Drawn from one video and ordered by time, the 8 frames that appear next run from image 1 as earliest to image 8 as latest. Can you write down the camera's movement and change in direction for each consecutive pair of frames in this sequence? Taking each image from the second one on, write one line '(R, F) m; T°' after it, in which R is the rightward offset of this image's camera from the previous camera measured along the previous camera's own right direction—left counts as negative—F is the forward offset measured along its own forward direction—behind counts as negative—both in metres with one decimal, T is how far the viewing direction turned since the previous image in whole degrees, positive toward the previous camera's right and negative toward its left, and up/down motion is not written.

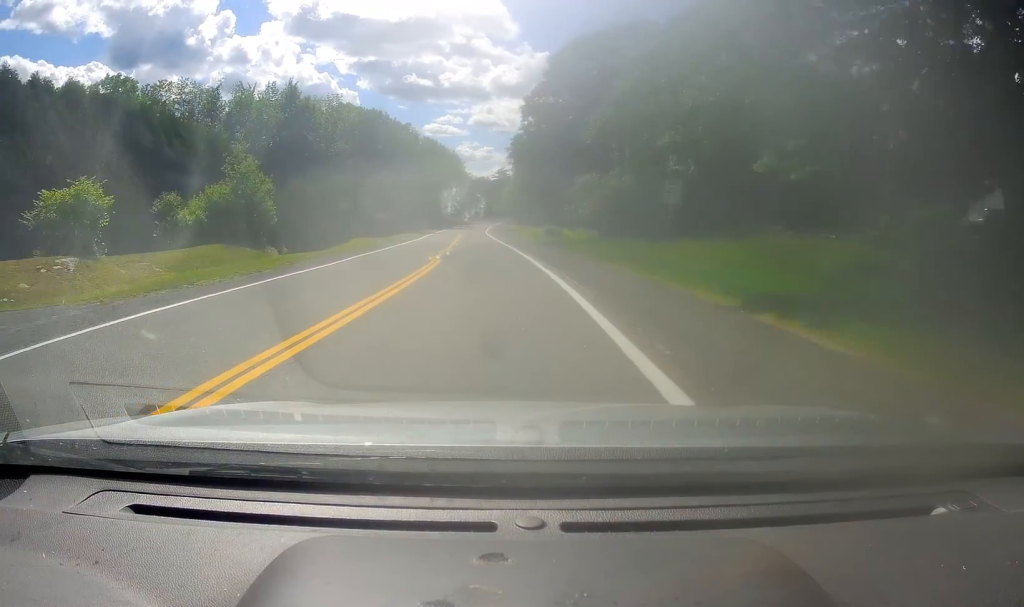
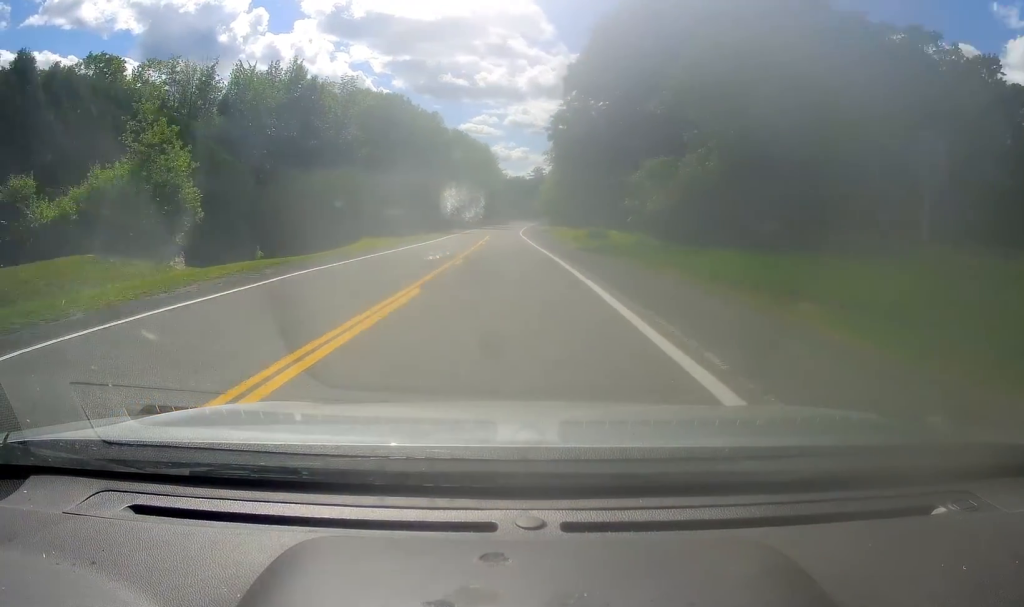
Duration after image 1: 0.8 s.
(-0.2, +12.0) m; -2°
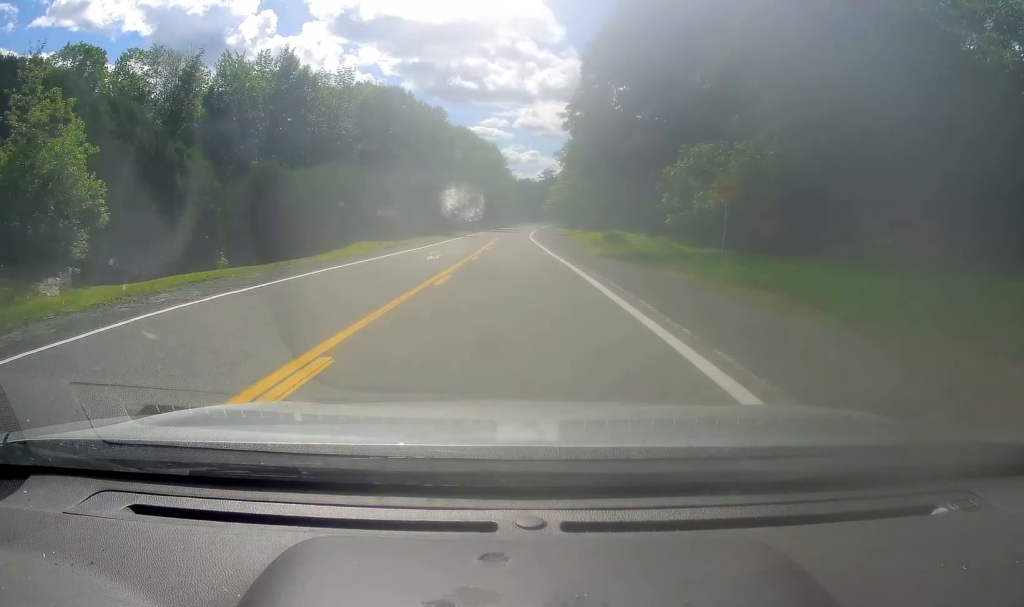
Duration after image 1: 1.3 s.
(0.0, +7.2) m; -1°
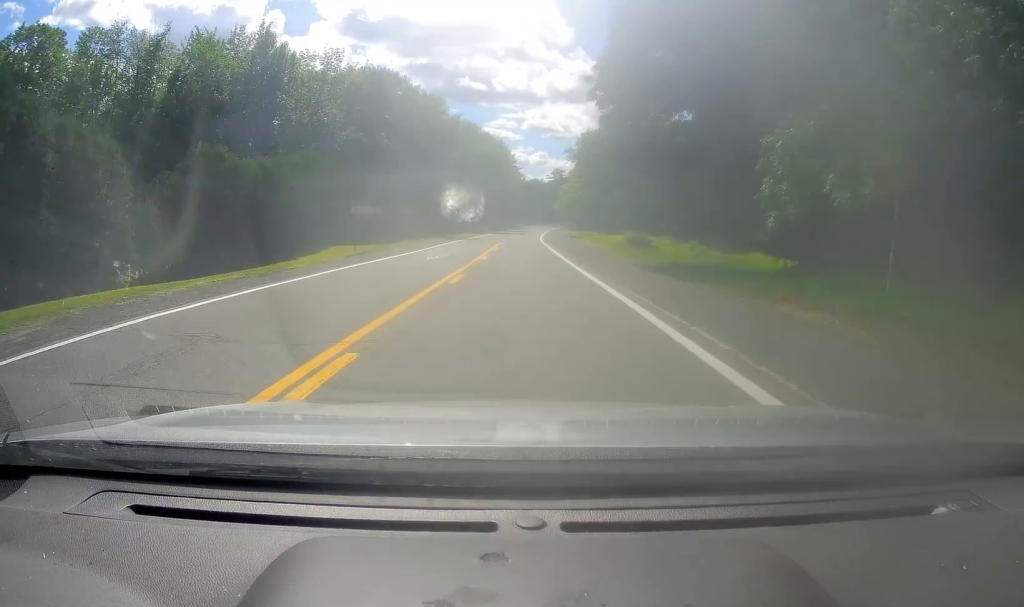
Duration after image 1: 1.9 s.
(-0.2, +10.0) m; -2°
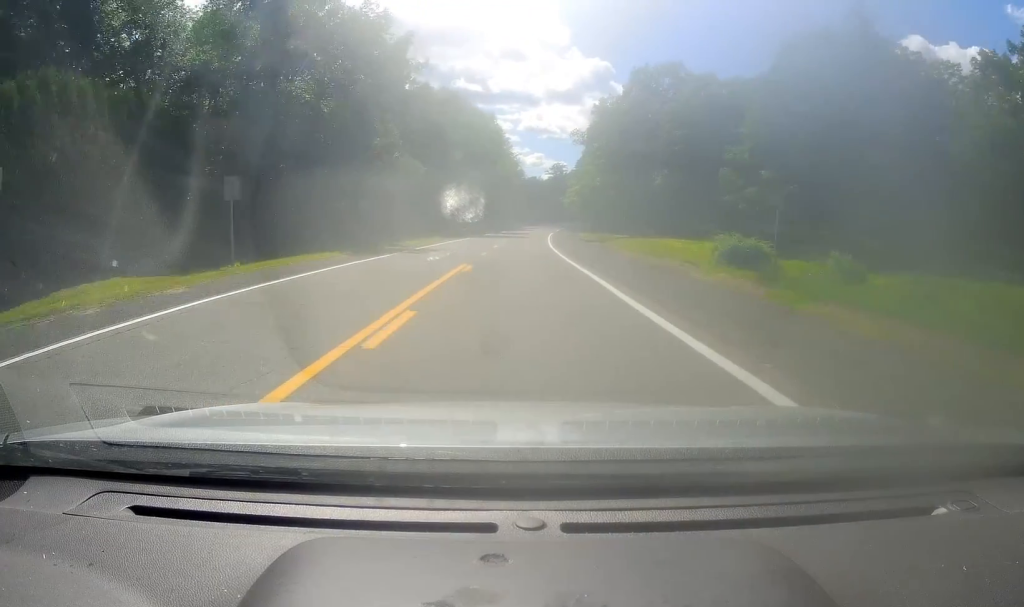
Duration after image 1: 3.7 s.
(-1.0, +32.2) m; -2°
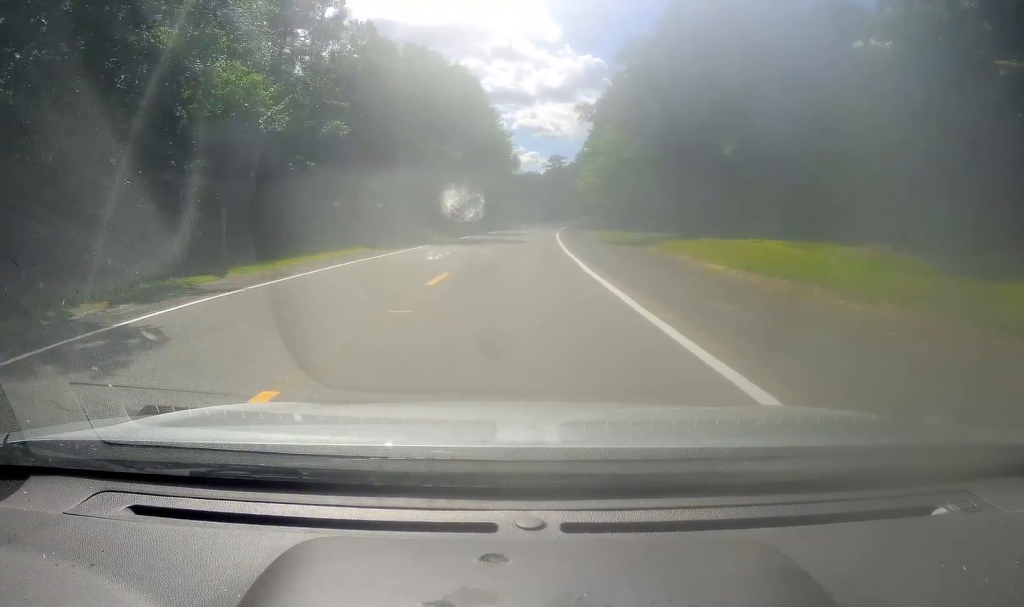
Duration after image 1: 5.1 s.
(-0.1, +28.2) m; 0°
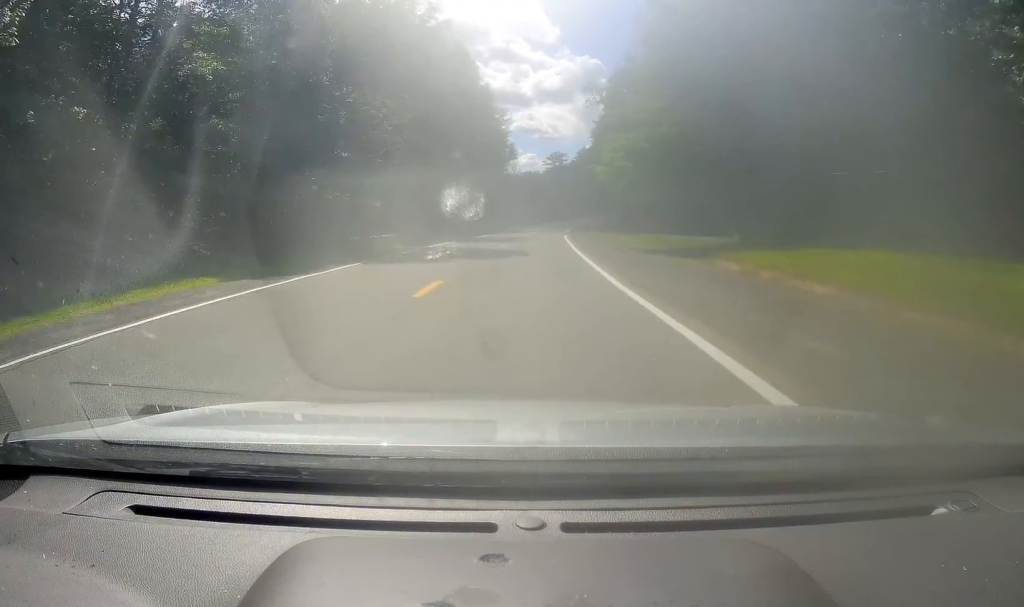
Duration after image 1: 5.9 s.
(0.0, +17.2) m; 0°
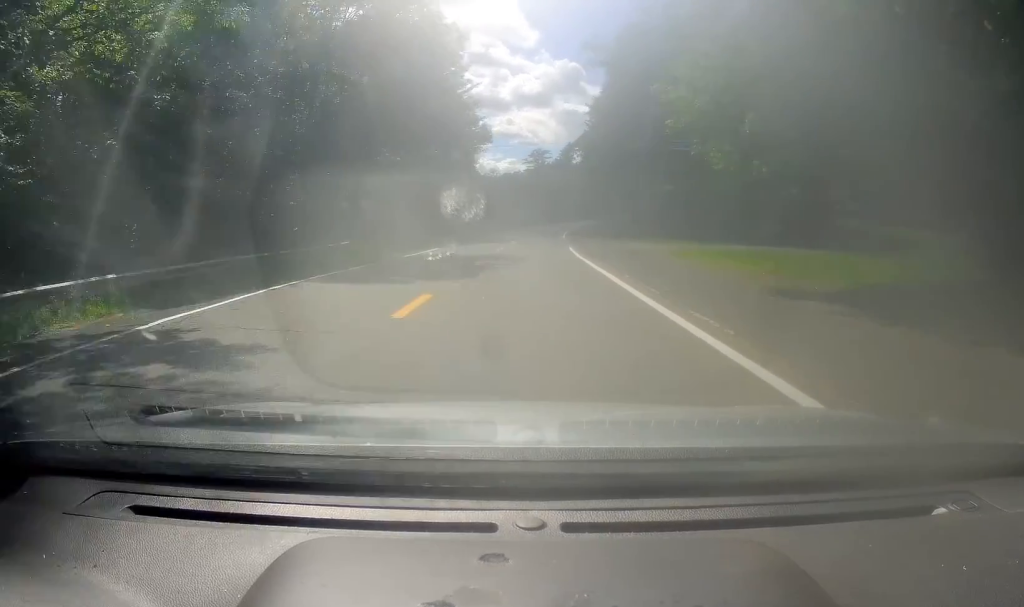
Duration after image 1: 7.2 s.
(0.0, +27.1) m; +2°
